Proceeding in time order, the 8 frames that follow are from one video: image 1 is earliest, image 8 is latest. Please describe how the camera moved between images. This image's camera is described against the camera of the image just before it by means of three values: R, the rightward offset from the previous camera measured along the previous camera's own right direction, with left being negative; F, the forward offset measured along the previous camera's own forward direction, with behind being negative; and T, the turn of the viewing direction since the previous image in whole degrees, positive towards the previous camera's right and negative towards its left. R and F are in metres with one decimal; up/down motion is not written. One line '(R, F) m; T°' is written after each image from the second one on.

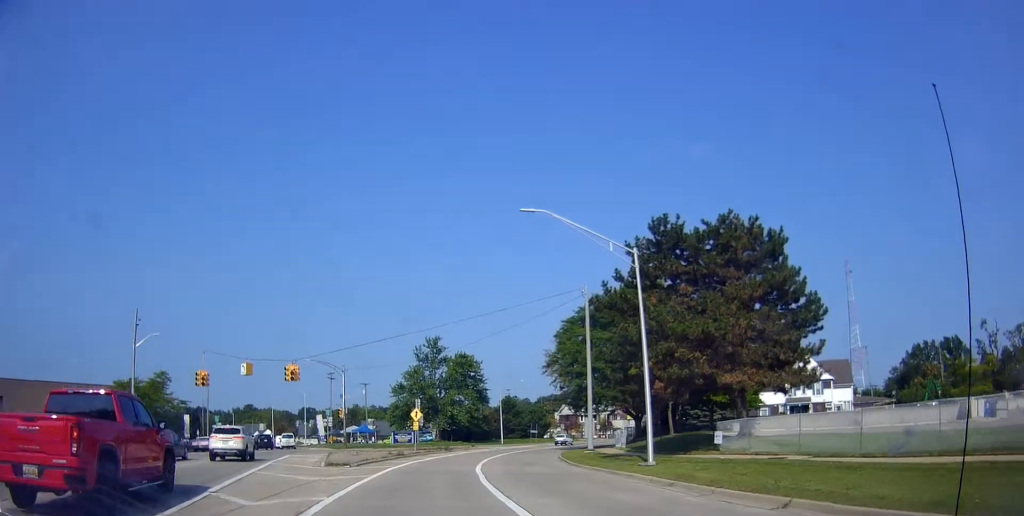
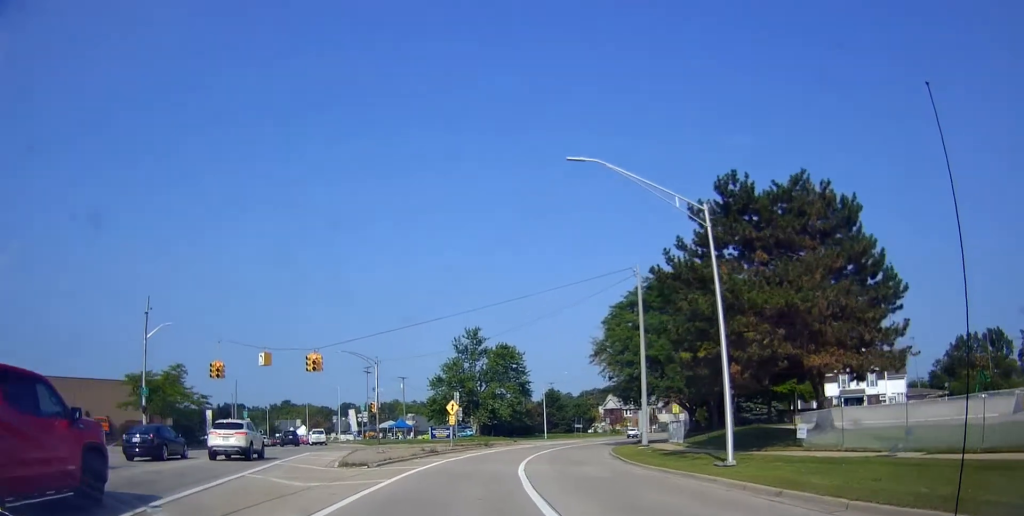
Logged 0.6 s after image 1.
(0.0, +3.3) m; 0°
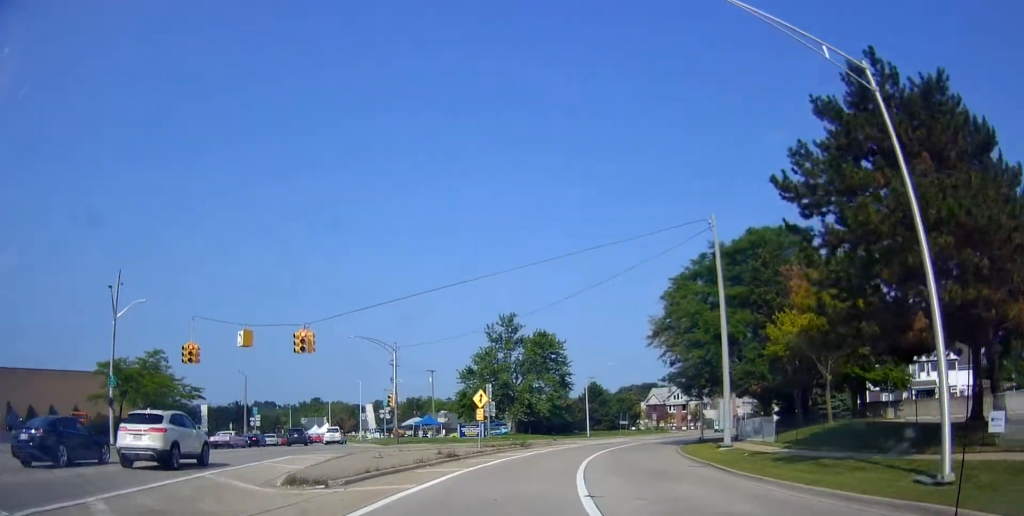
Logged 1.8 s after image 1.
(+0.2, +7.6) m; +1°
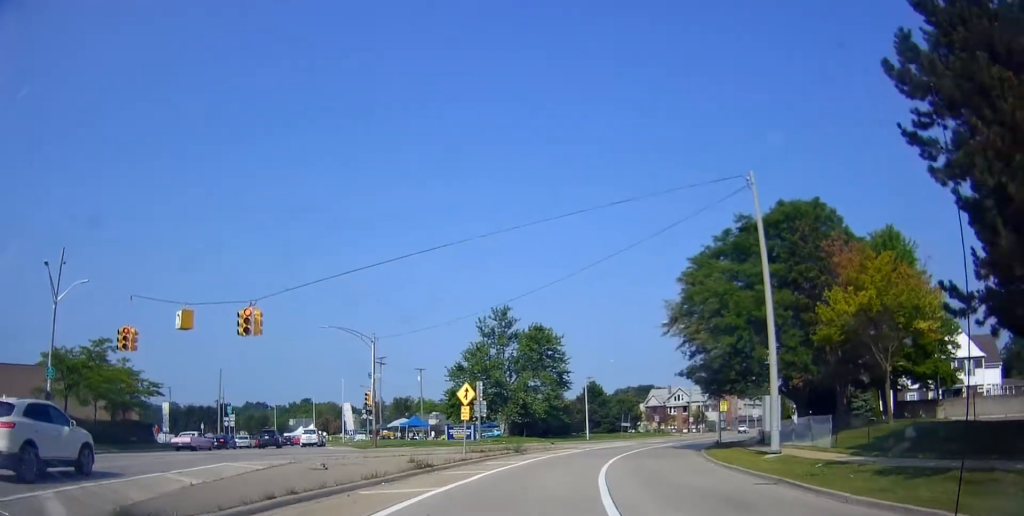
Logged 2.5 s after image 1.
(+0.2, +5.5) m; -3°
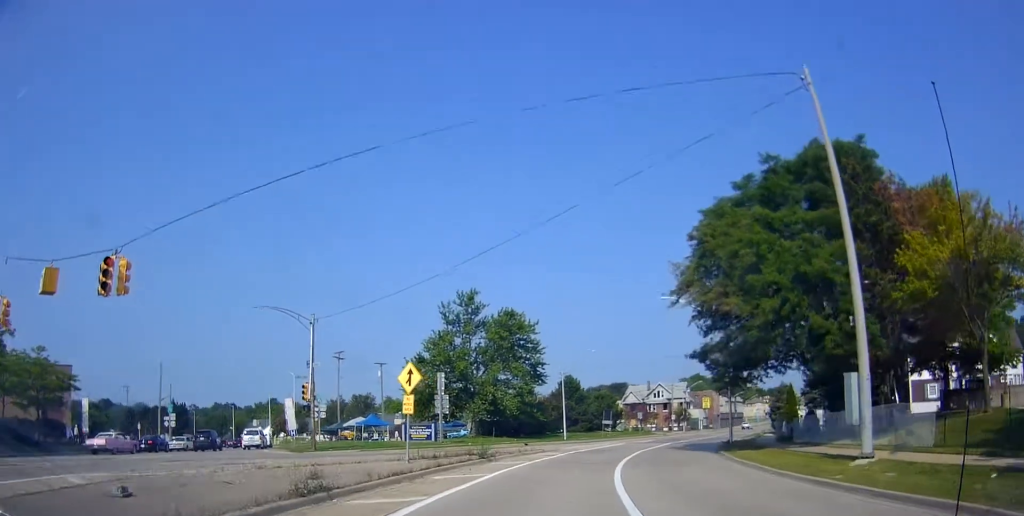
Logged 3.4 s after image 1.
(-0.7, +7.6) m; 0°
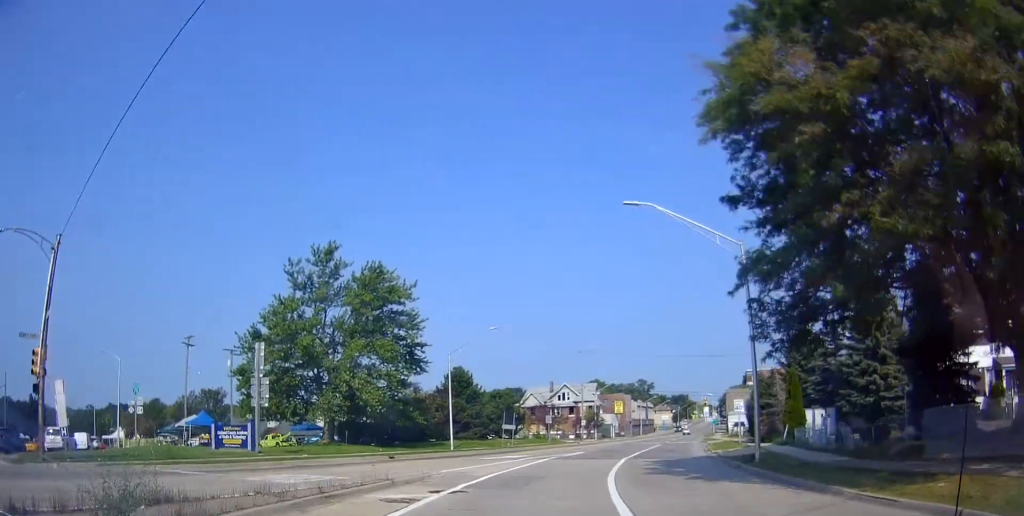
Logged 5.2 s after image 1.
(+1.6, +16.8) m; +10°
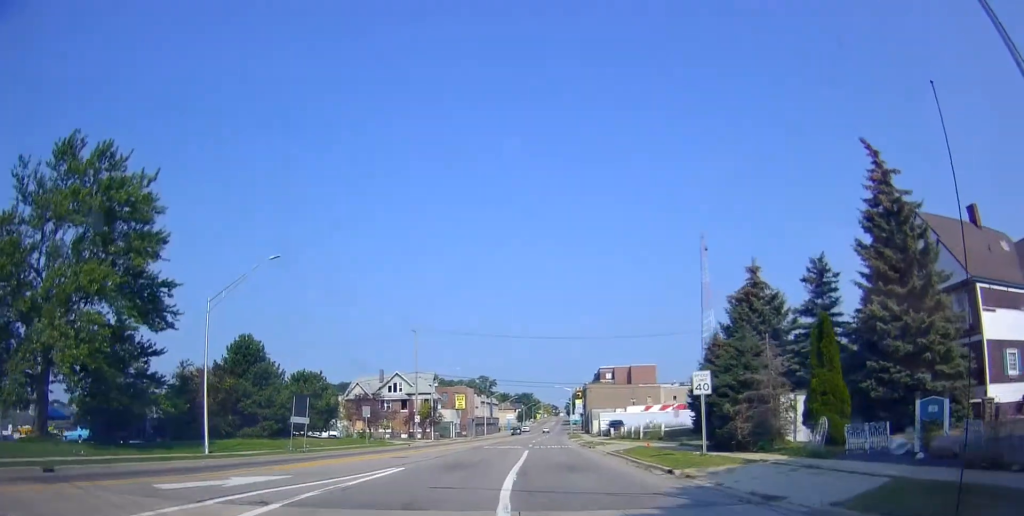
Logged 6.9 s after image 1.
(+2.3, +17.1) m; +15°
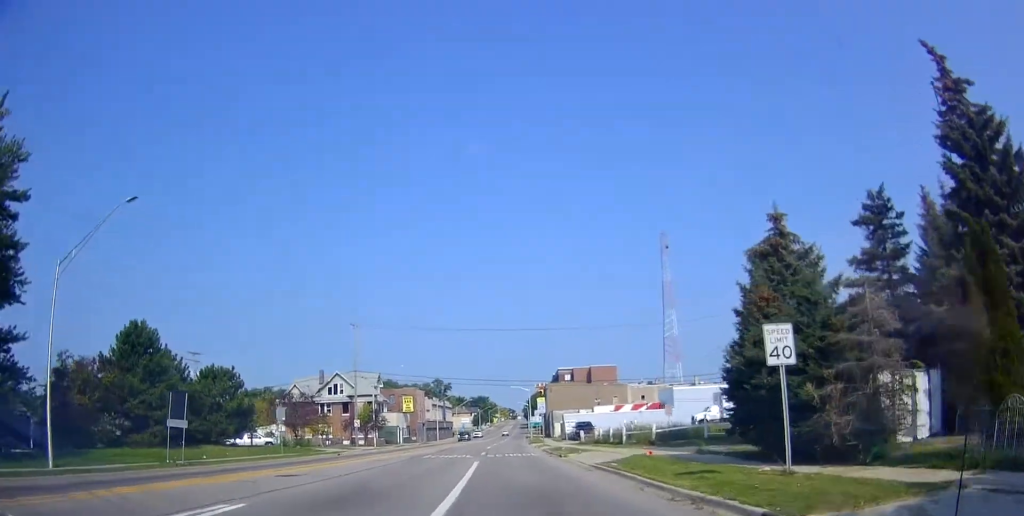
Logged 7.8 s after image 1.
(+0.6, +8.8) m; +5°
